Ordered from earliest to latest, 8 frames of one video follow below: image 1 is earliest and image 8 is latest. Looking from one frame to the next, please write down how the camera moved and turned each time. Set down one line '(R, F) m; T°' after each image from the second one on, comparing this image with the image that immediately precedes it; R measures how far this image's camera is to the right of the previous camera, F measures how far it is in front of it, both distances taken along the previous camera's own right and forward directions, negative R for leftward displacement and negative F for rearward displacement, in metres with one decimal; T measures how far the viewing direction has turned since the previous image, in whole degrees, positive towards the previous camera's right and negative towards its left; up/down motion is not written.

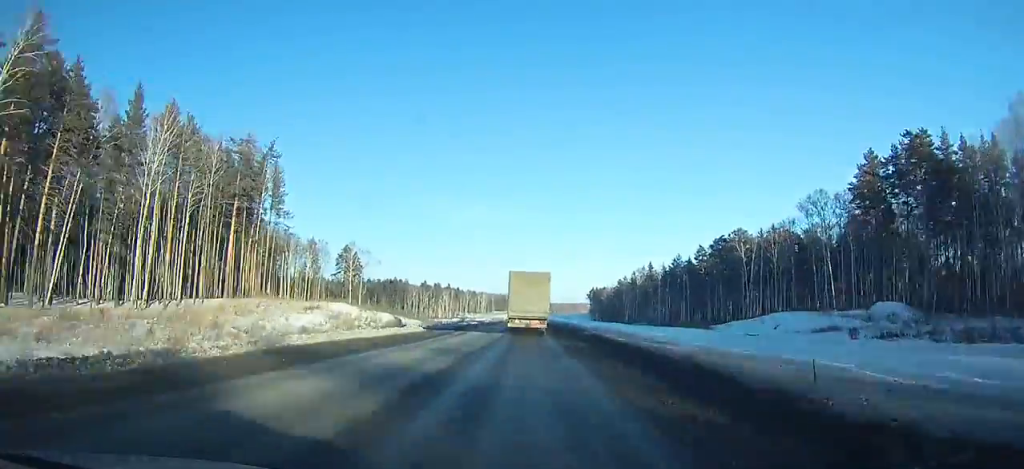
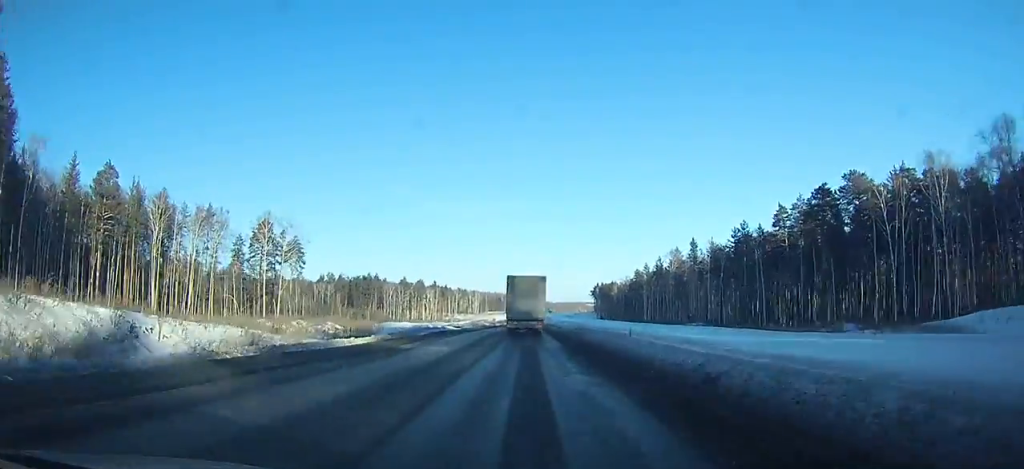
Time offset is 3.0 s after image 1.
(+0.1, +64.3) m; 0°
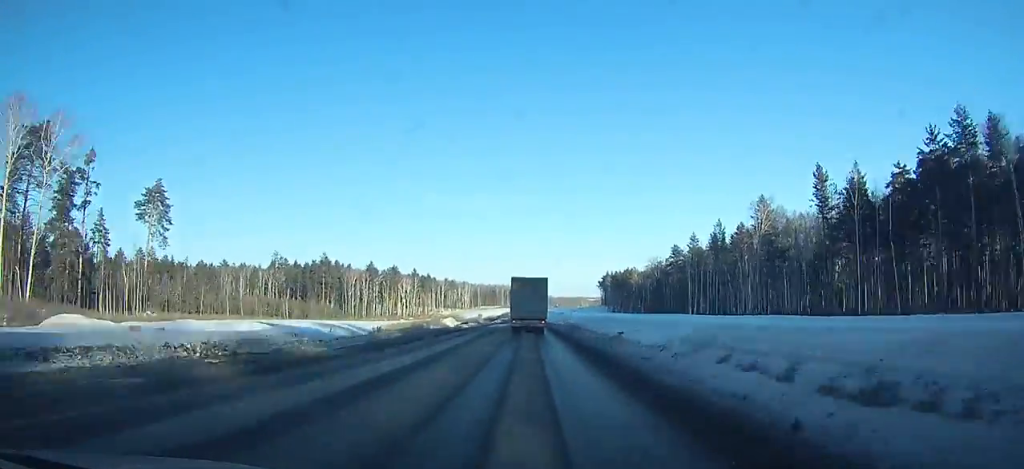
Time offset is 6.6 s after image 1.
(+0.2, +75.6) m; 0°
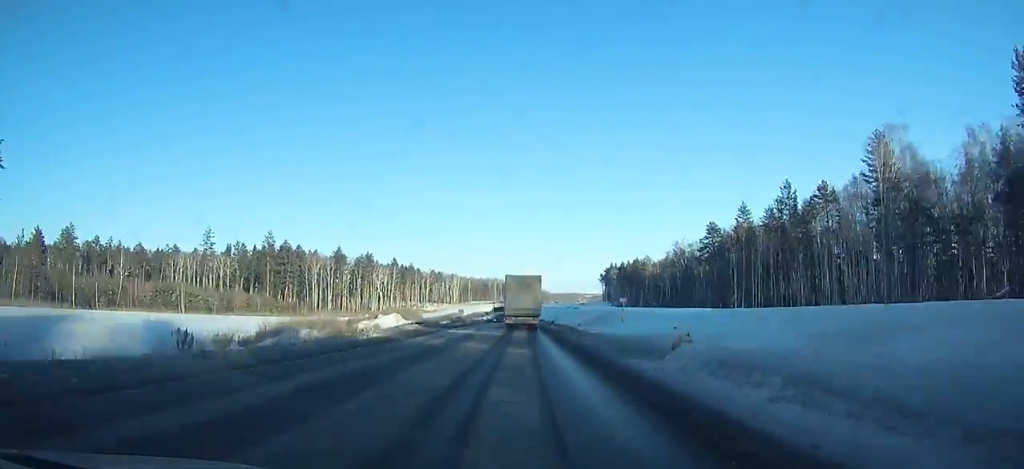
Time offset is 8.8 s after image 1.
(+0.1, +45.8) m; 0°
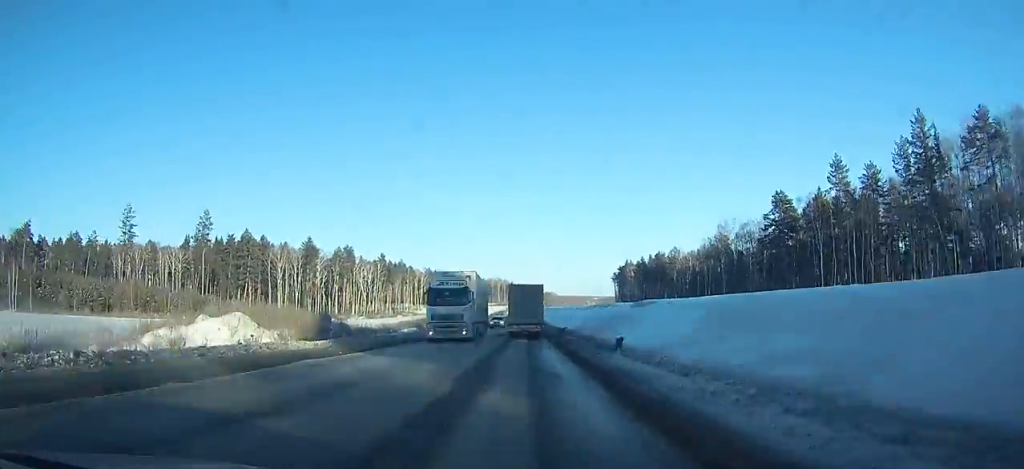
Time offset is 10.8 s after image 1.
(-0.1, +41.5) m; 0°
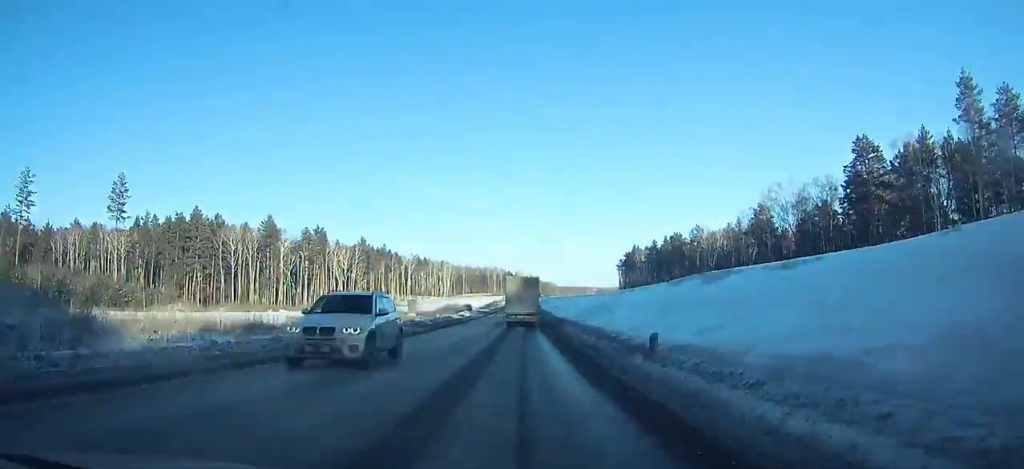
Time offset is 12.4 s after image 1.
(0.0, +33.2) m; 0°
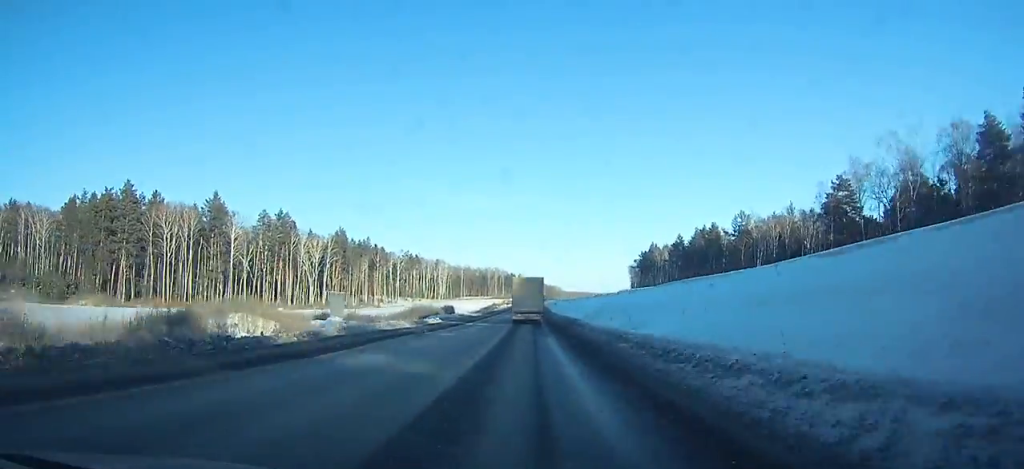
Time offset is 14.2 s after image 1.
(-0.1, +37.4) m; 0°
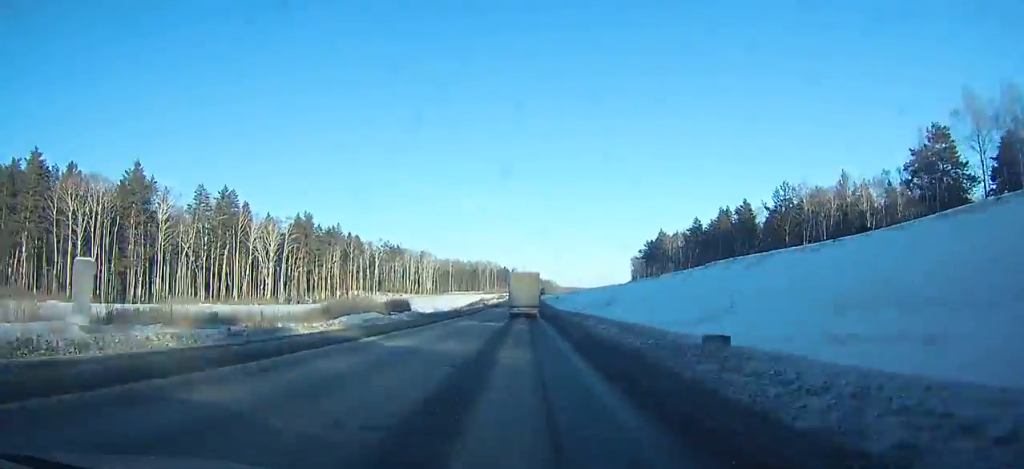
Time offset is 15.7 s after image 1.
(0.0, +31.3) m; 0°
